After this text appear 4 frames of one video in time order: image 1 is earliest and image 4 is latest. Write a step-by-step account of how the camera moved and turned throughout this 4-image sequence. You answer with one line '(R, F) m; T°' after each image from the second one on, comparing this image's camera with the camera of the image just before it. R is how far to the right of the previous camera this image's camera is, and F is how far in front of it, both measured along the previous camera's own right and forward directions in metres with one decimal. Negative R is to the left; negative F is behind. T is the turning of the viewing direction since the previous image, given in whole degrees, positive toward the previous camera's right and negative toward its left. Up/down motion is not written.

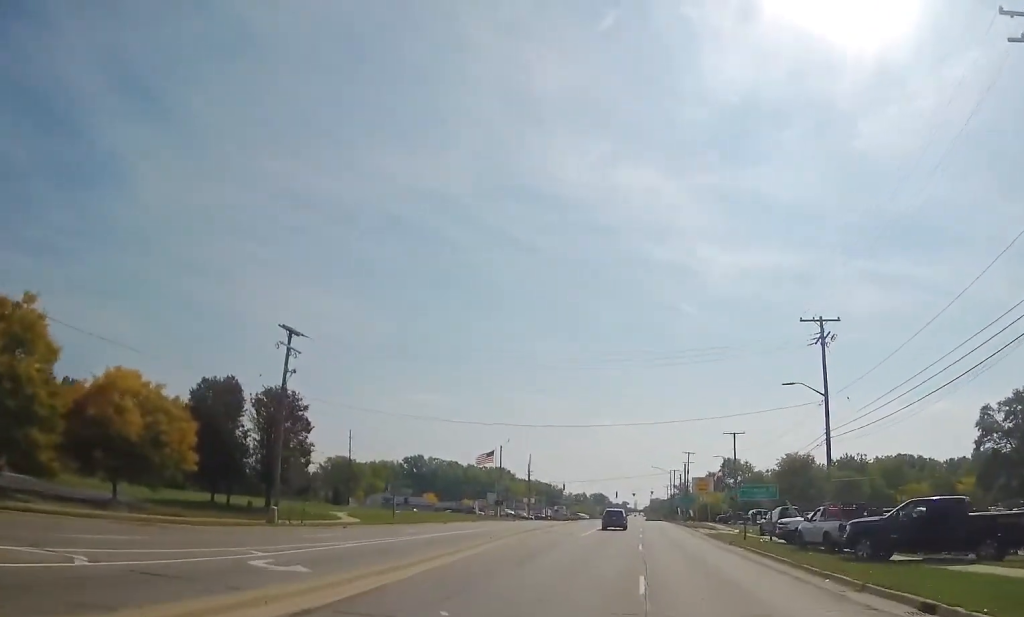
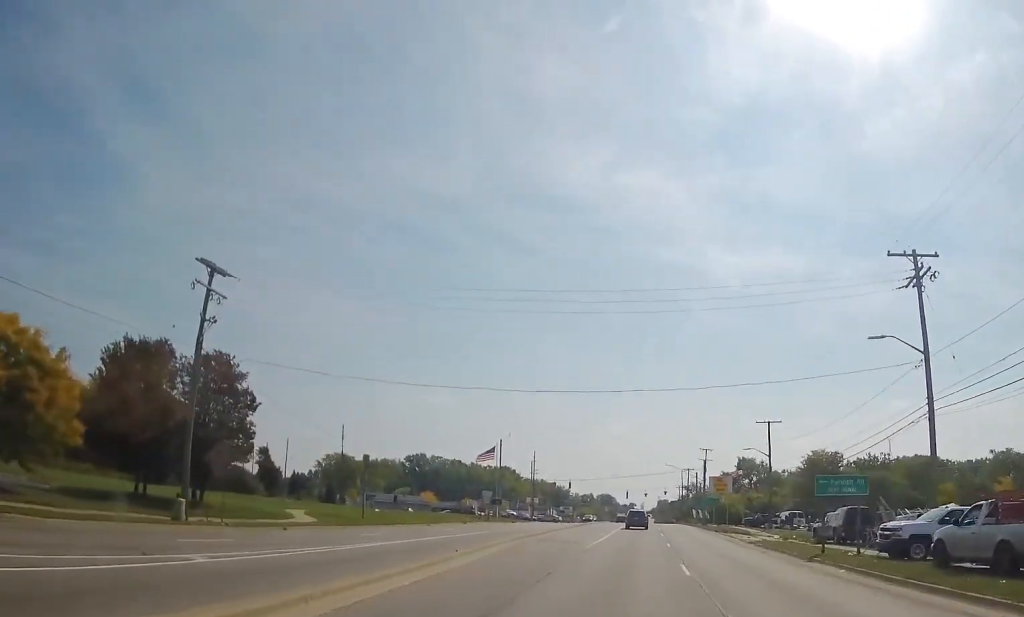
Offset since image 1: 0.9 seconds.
(-0.1, +11.8) m; -1°
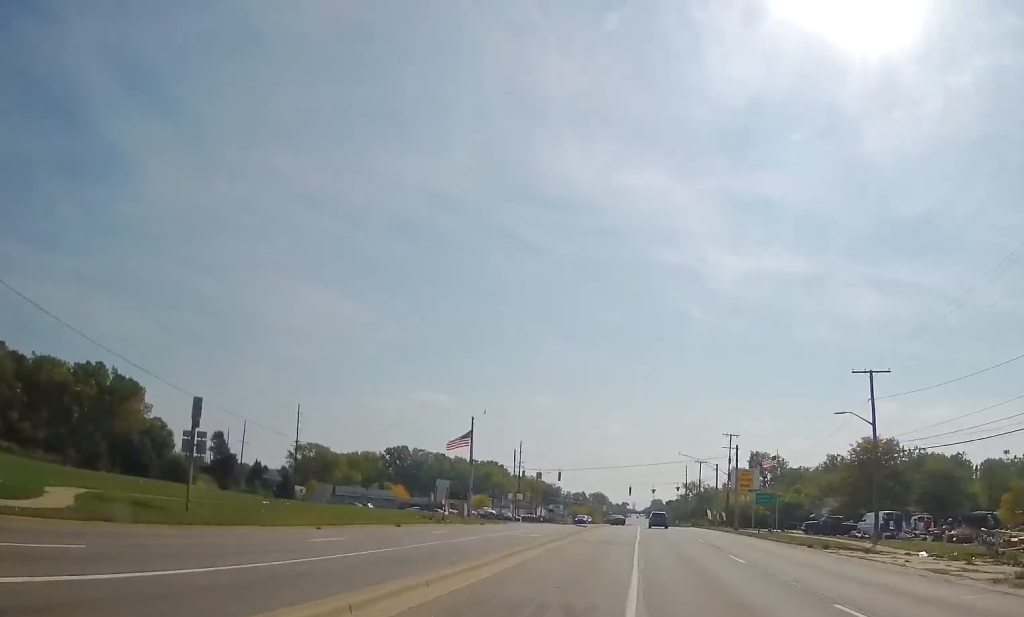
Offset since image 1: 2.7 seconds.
(0.0, +25.9) m; +2°
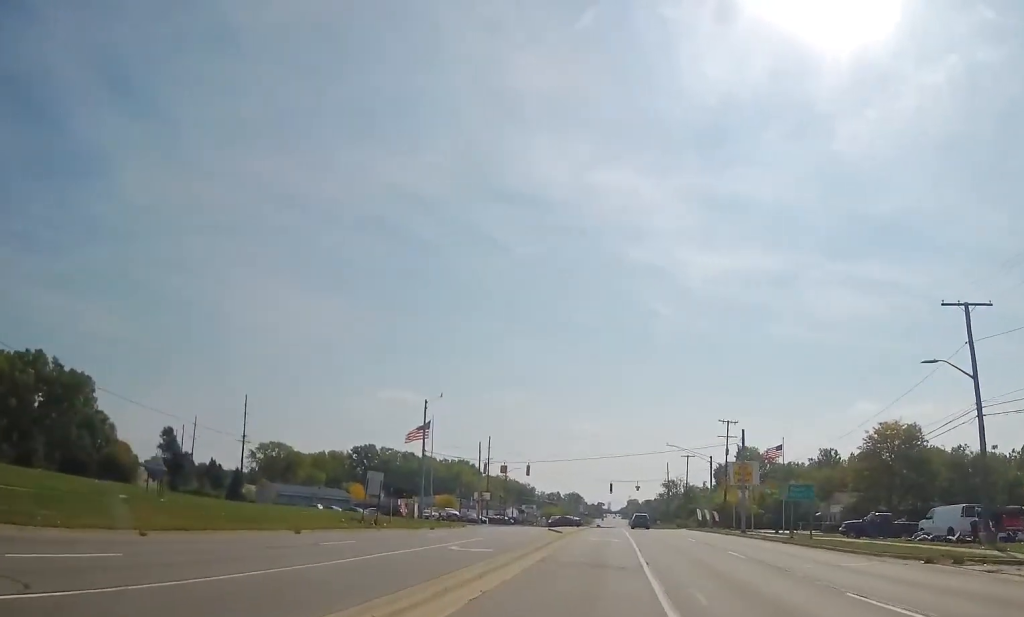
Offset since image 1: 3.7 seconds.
(+0.4, +14.5) m; +1°
